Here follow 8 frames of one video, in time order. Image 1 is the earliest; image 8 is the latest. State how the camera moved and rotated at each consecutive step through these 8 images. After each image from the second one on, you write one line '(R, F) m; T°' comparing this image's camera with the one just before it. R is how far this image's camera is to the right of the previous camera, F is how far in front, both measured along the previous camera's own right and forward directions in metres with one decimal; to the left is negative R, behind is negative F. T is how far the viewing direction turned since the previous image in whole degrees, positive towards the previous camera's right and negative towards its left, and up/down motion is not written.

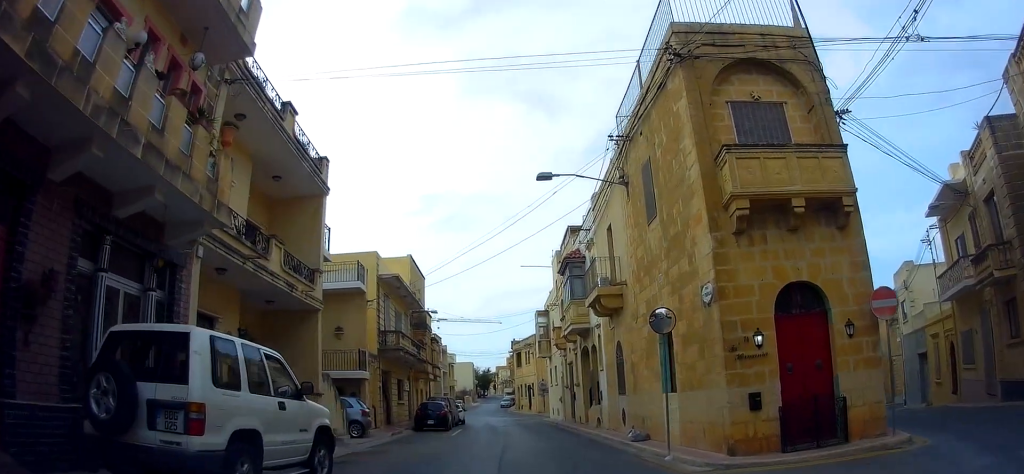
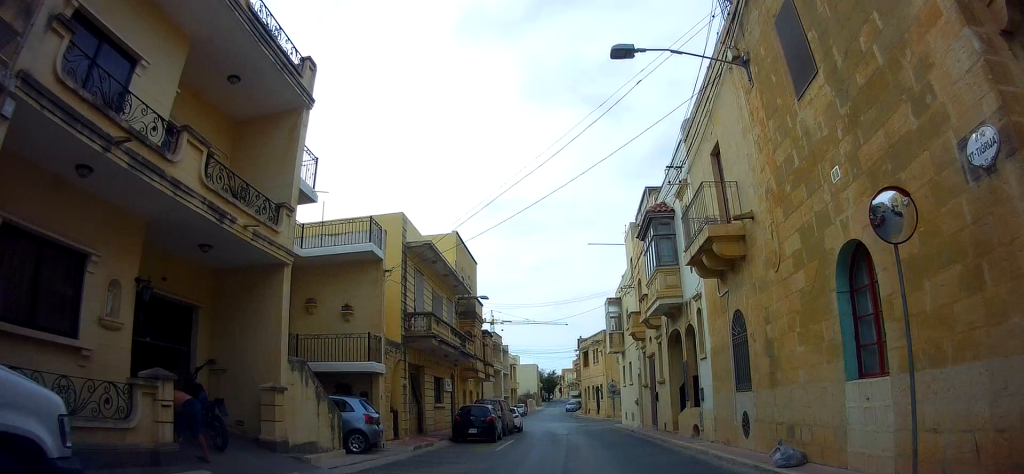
(-0.4, +5.0) m; -7°
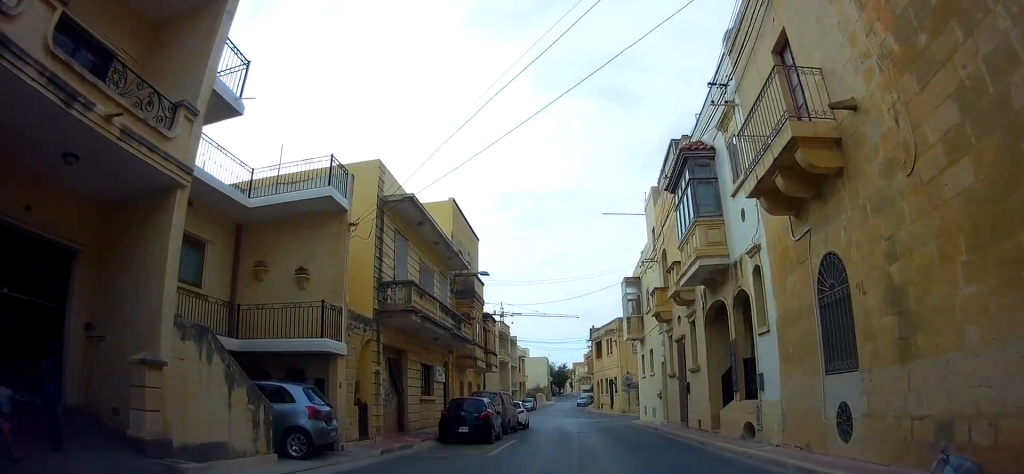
(-0.1, +3.5) m; -2°
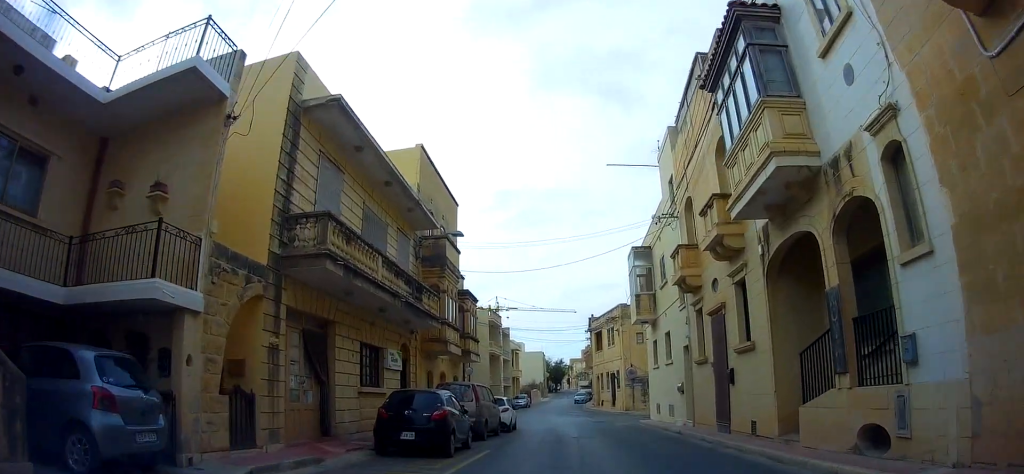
(0.0, +5.1) m; 0°
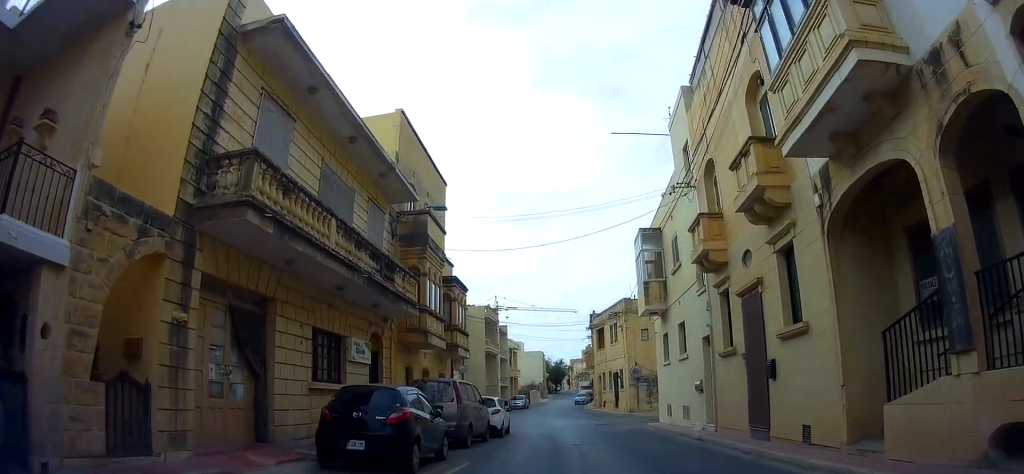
(0.0, +2.7) m; -1°
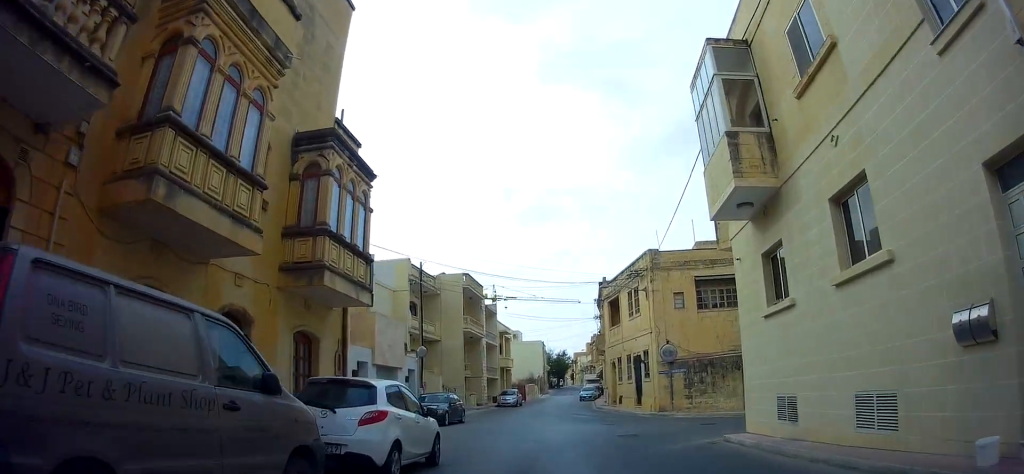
(-0.6, +12.1) m; -8°
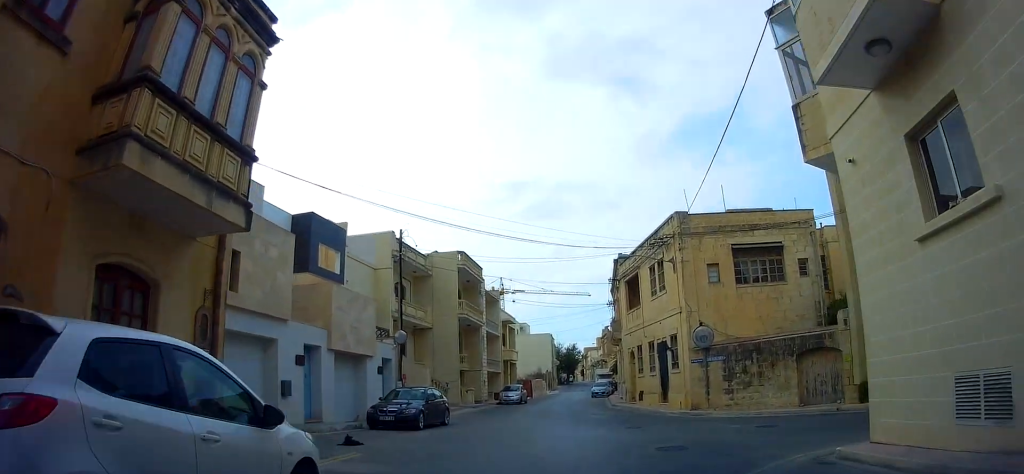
(-0.5, +5.9) m; 0°
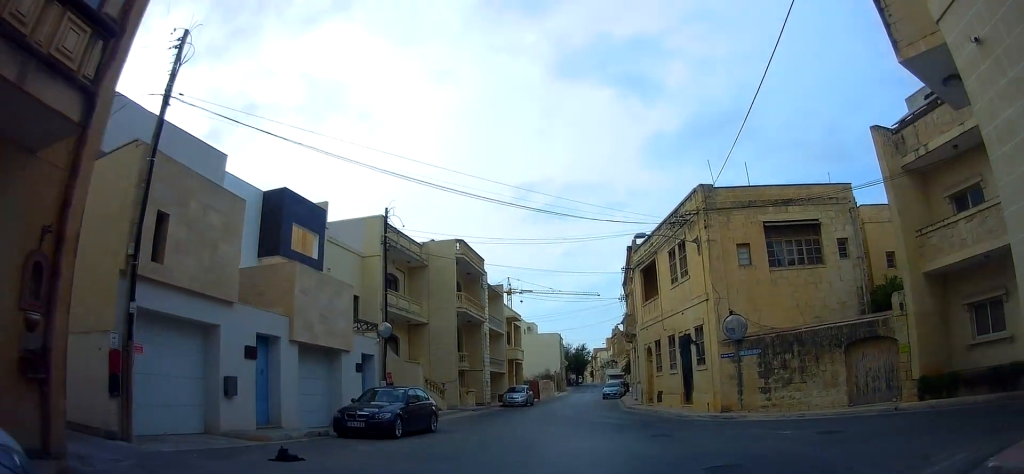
(+0.4, +3.8) m; 0°
